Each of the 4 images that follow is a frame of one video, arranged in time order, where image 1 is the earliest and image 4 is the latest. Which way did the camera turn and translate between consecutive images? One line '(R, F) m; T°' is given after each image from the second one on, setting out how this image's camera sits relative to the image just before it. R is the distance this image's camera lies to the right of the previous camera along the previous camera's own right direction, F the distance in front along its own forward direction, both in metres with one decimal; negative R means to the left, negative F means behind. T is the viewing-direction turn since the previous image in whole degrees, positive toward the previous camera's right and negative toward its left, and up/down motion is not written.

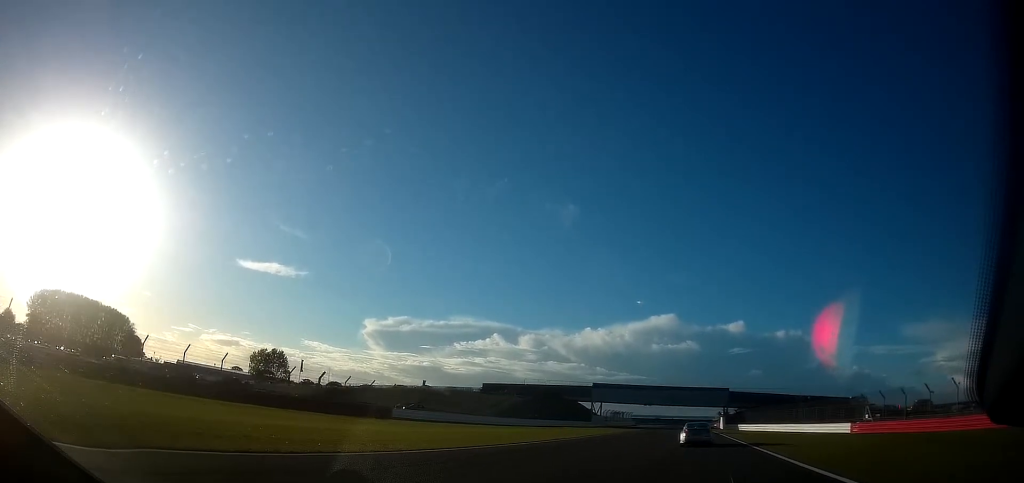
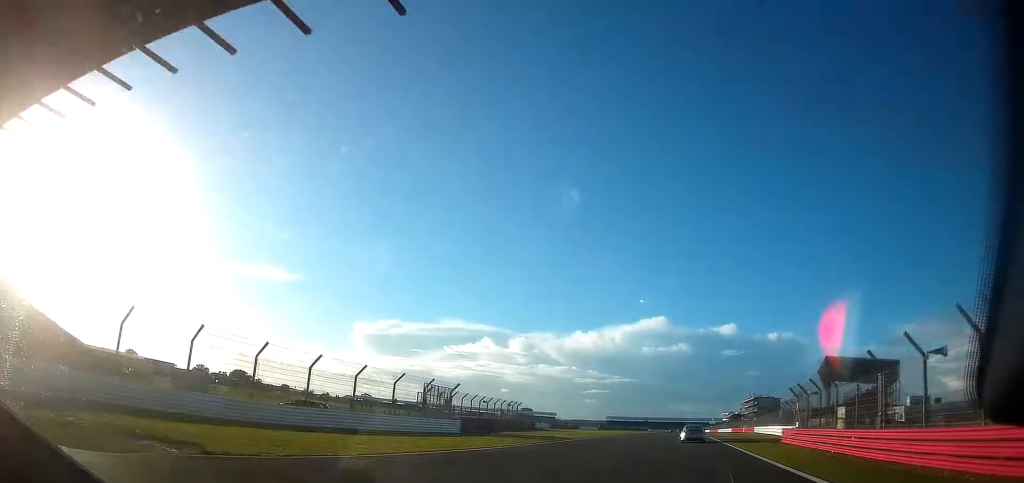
(-0.1, +130.3) m; 0°
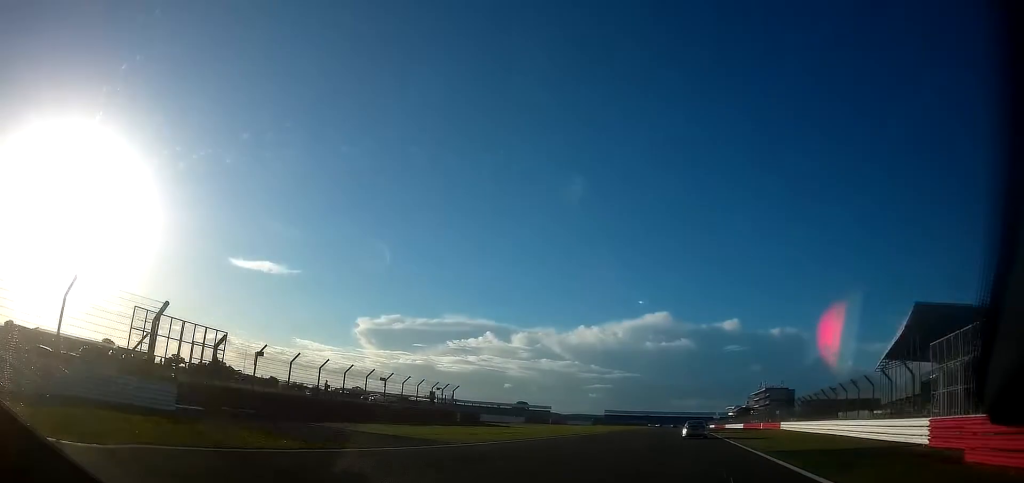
(0.0, +28.5) m; 0°
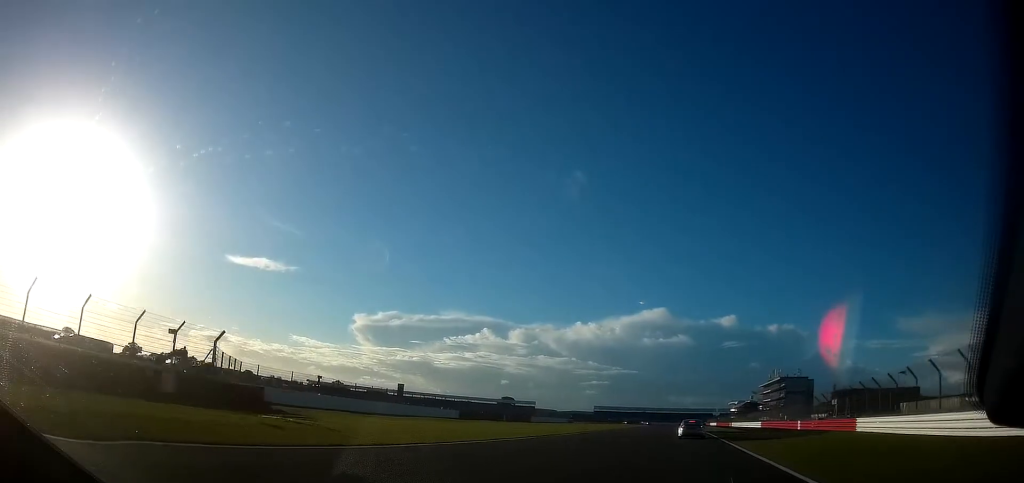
(-0.1, +38.6) m; -1°
